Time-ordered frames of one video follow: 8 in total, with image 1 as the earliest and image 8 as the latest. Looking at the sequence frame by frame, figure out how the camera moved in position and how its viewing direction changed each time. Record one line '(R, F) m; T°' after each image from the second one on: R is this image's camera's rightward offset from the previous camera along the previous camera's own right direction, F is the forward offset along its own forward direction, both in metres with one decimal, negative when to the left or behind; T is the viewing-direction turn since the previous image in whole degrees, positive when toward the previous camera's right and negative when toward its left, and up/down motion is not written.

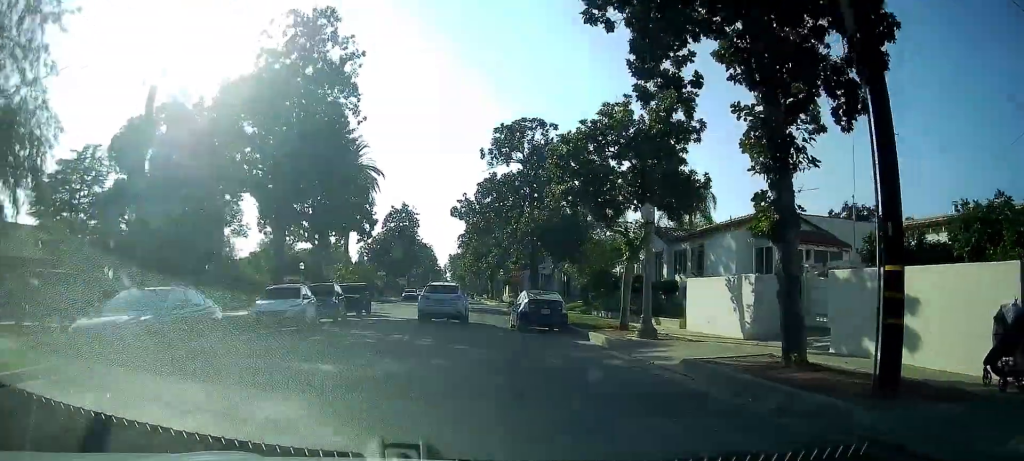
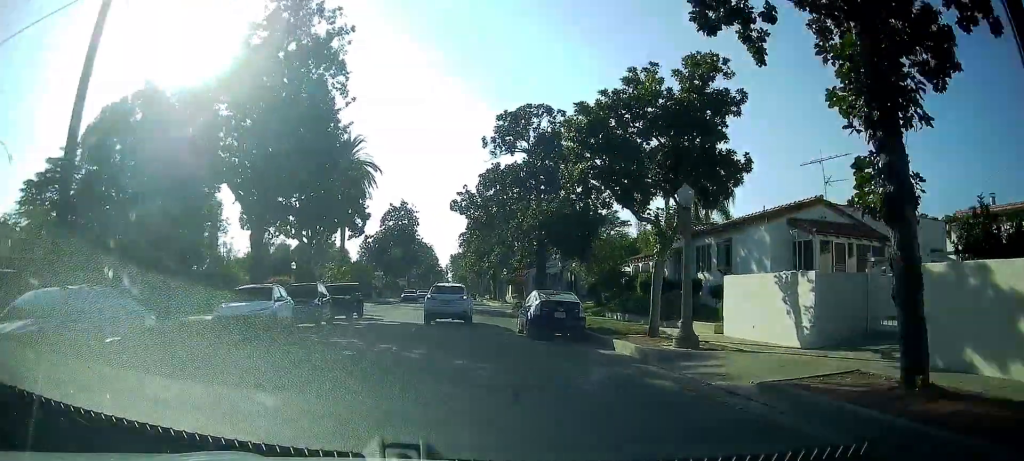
(+0.1, +3.5) m; 0°
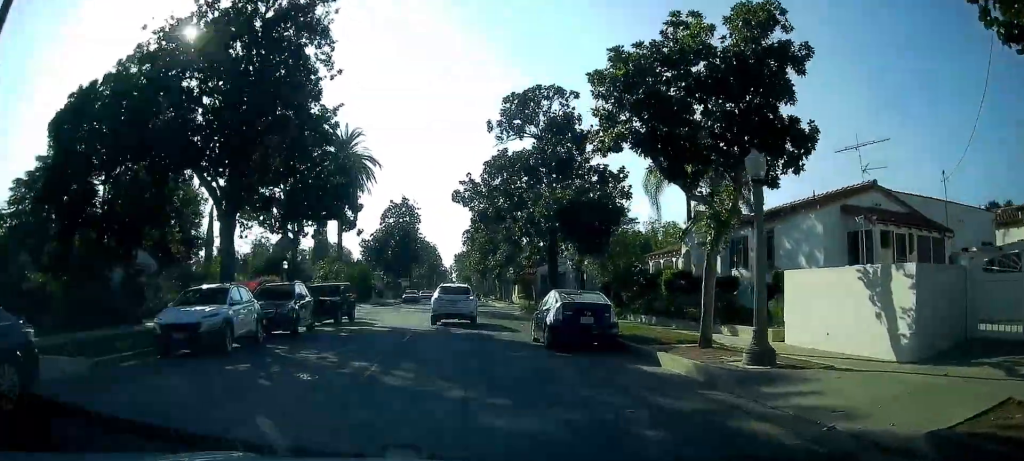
(-0.1, +4.0) m; -1°
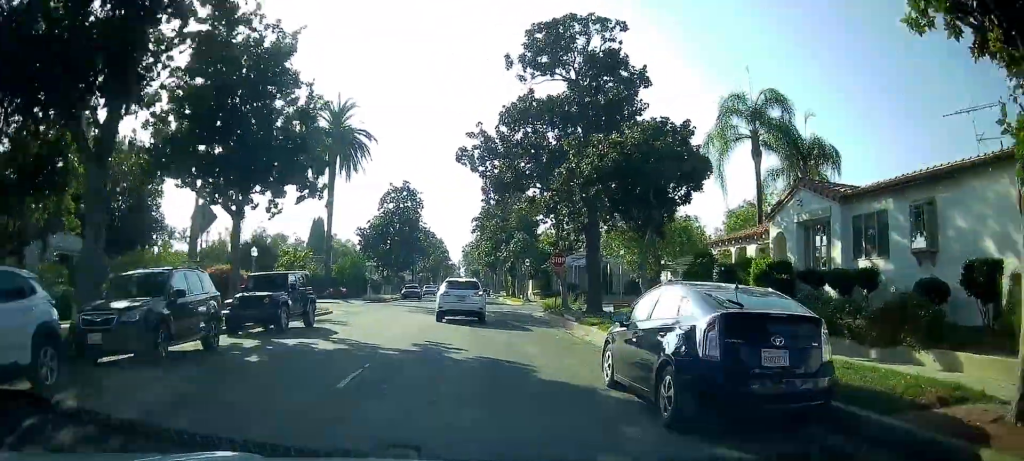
(-0.1, +9.7) m; -2°
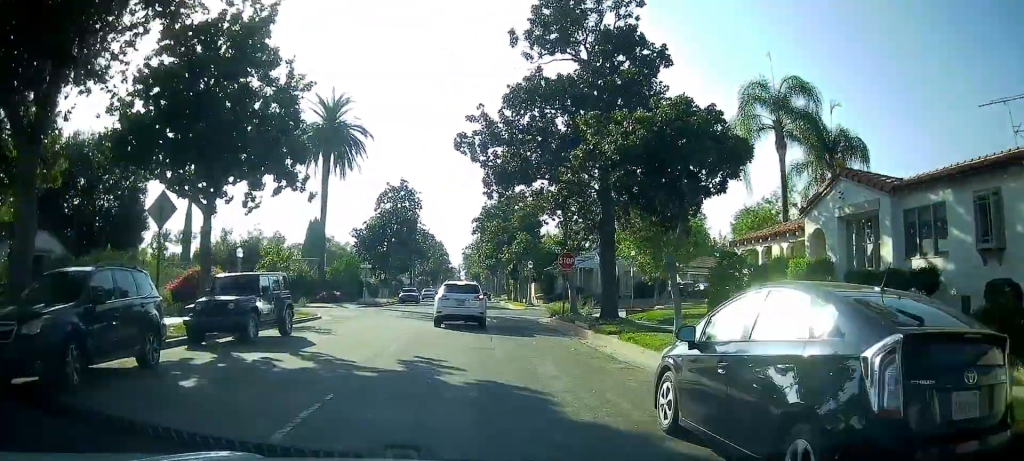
(0.0, +3.1) m; 0°
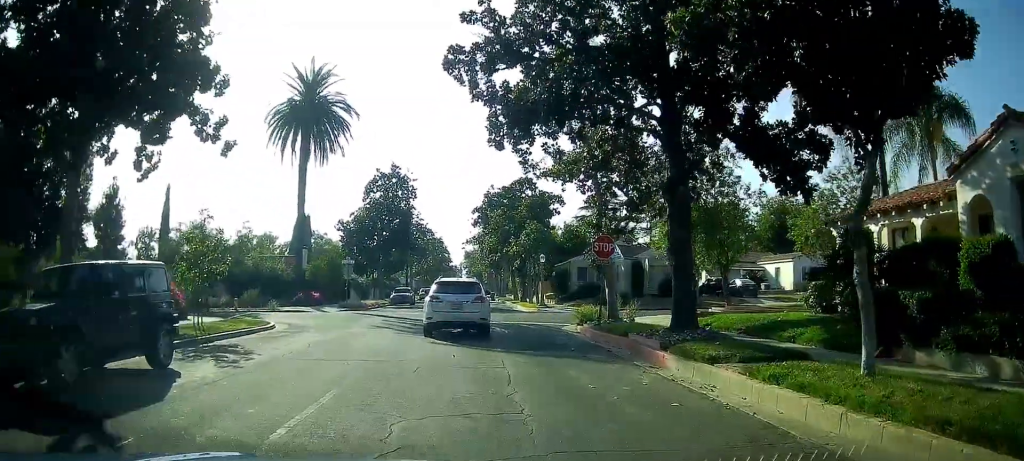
(0.0, +8.4) m; +1°
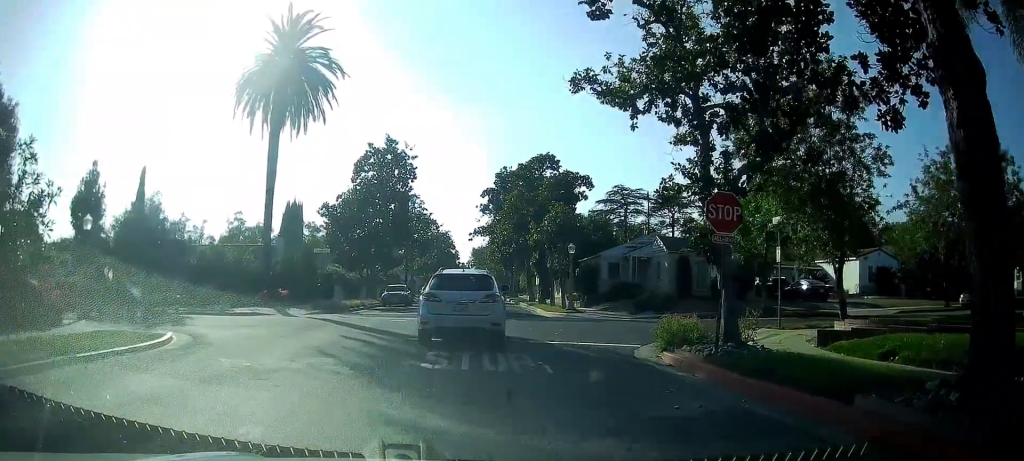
(-0.2, +11.1) m; -2°
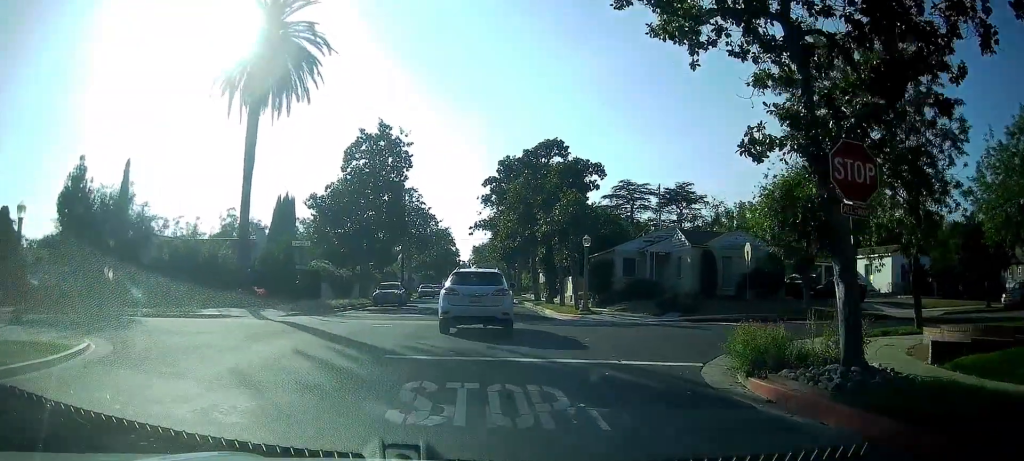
(+0.2, +4.5) m; +2°
